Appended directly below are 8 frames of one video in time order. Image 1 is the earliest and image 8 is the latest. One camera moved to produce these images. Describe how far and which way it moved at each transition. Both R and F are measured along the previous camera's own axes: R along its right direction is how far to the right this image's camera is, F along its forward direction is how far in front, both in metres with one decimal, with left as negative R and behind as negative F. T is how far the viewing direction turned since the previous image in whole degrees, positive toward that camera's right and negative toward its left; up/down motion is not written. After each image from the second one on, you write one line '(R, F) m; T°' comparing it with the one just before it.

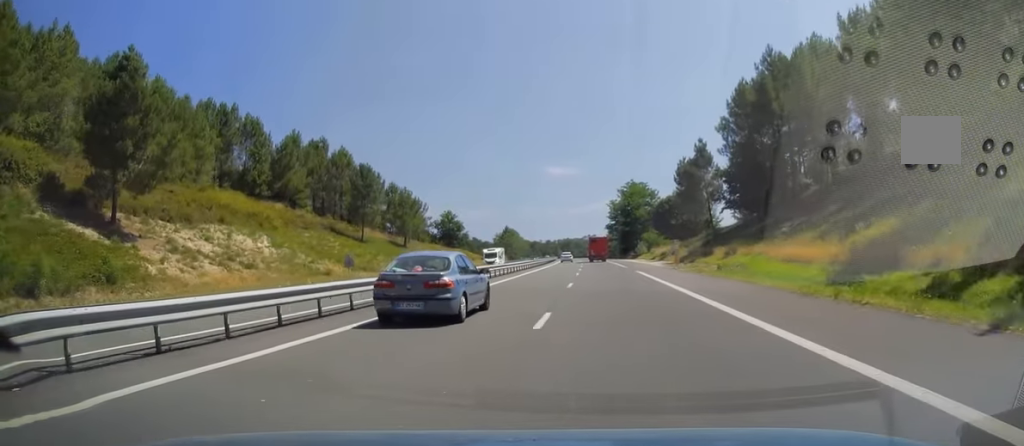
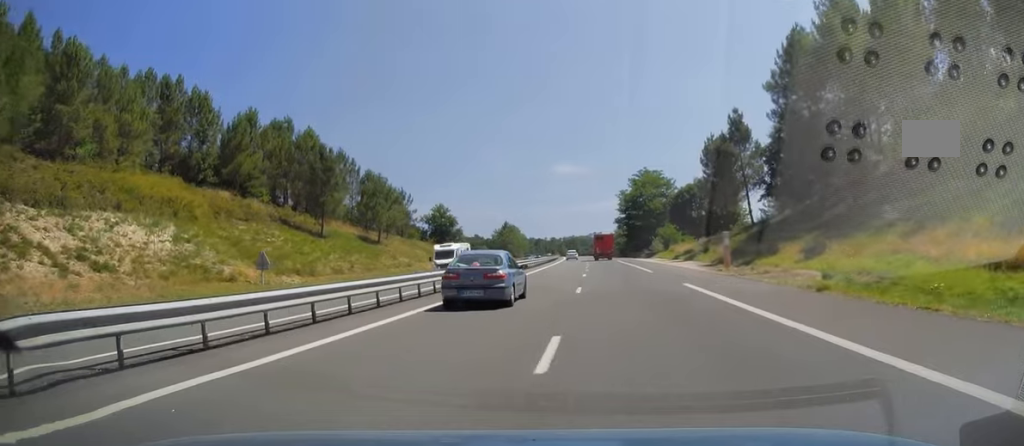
(-0.2, +17.5) m; -1°
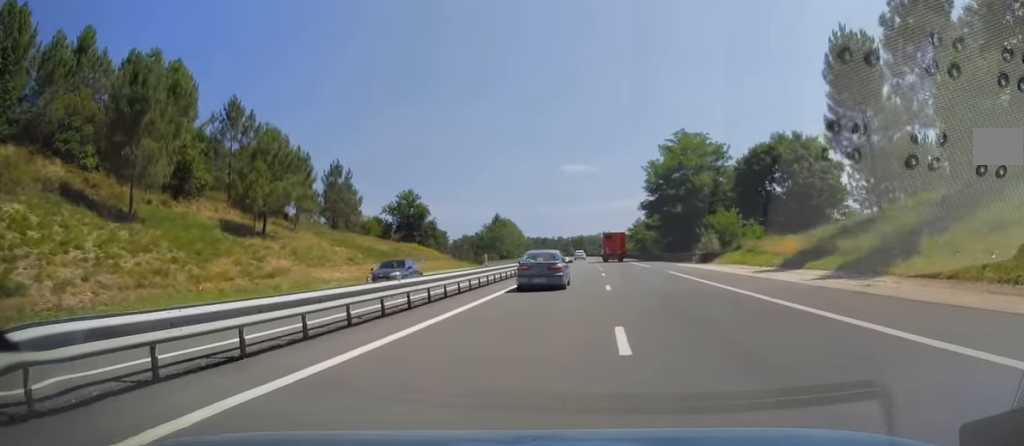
(-0.5, +38.6) m; -1°
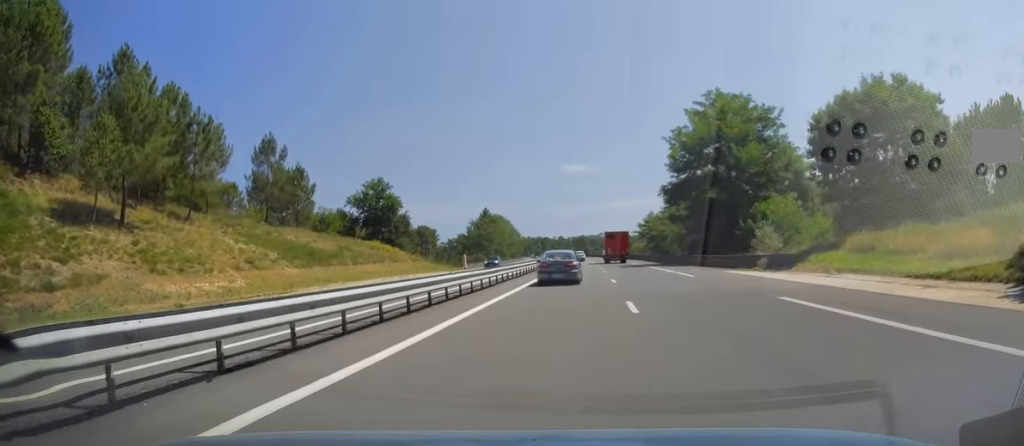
(-0.1, +21.3) m; 0°
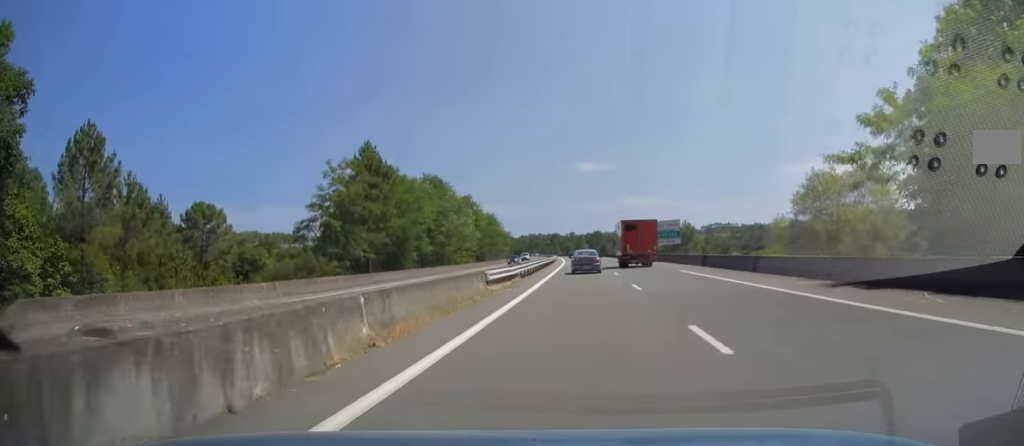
(-0.6, +85.0) m; -1°
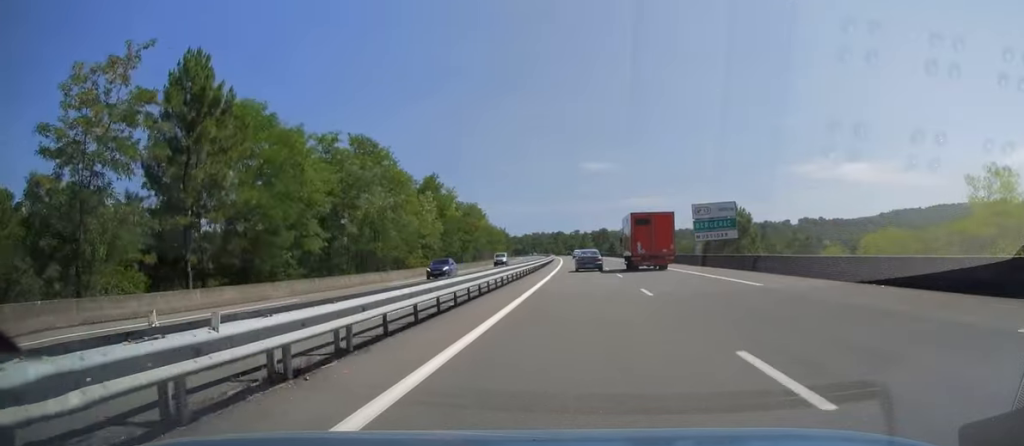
(-0.2, +29.4) m; 0°
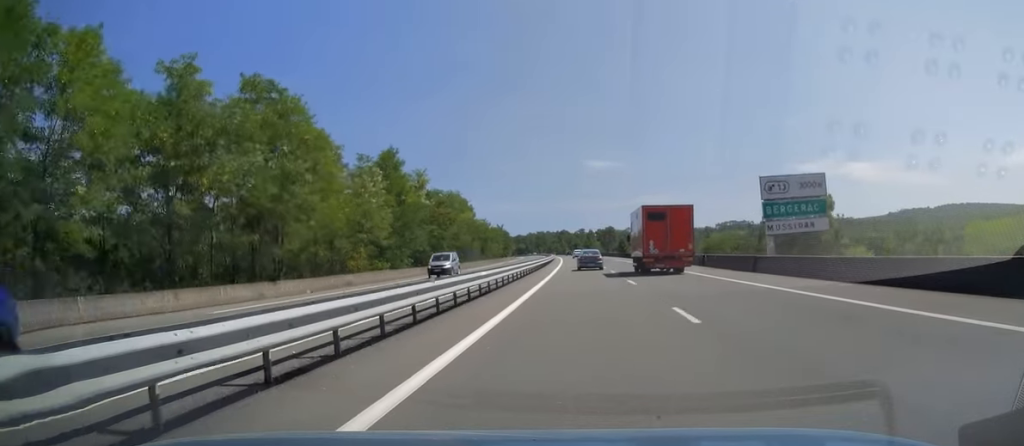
(-0.1, +20.2) m; 0°
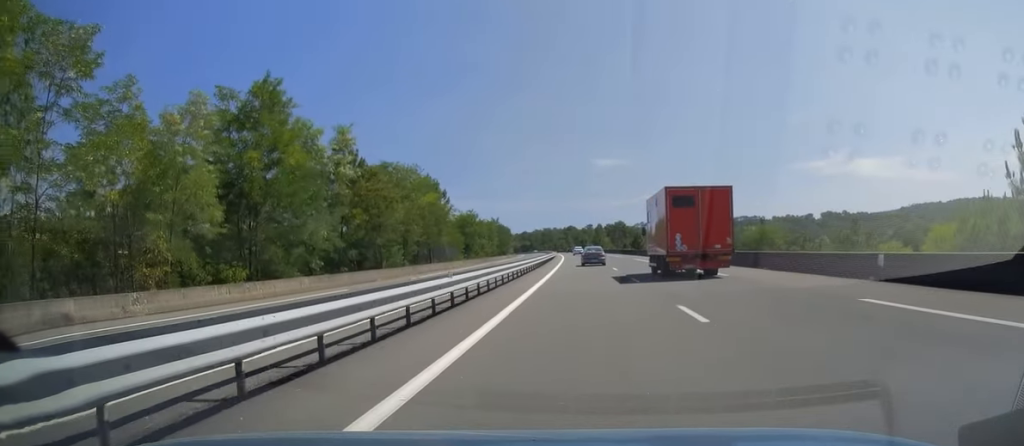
(+0.1, +26.7) m; -1°
